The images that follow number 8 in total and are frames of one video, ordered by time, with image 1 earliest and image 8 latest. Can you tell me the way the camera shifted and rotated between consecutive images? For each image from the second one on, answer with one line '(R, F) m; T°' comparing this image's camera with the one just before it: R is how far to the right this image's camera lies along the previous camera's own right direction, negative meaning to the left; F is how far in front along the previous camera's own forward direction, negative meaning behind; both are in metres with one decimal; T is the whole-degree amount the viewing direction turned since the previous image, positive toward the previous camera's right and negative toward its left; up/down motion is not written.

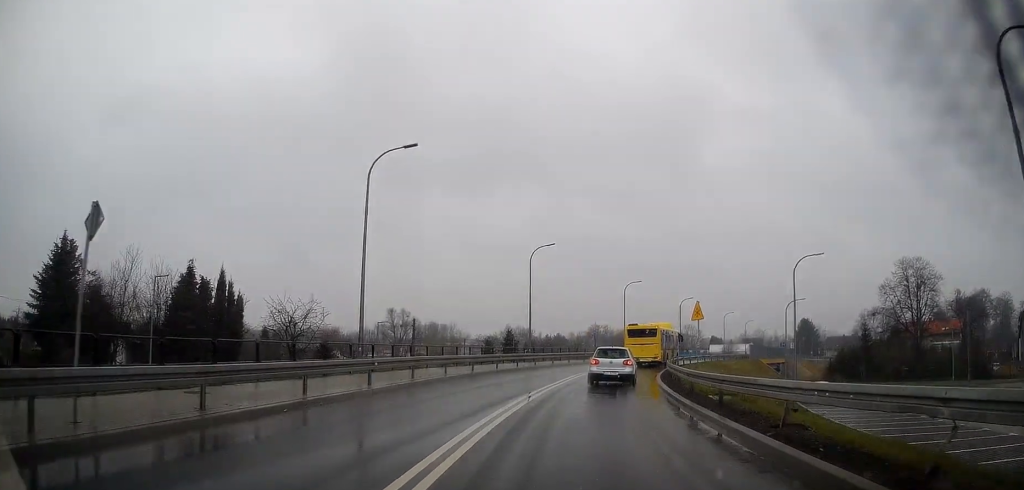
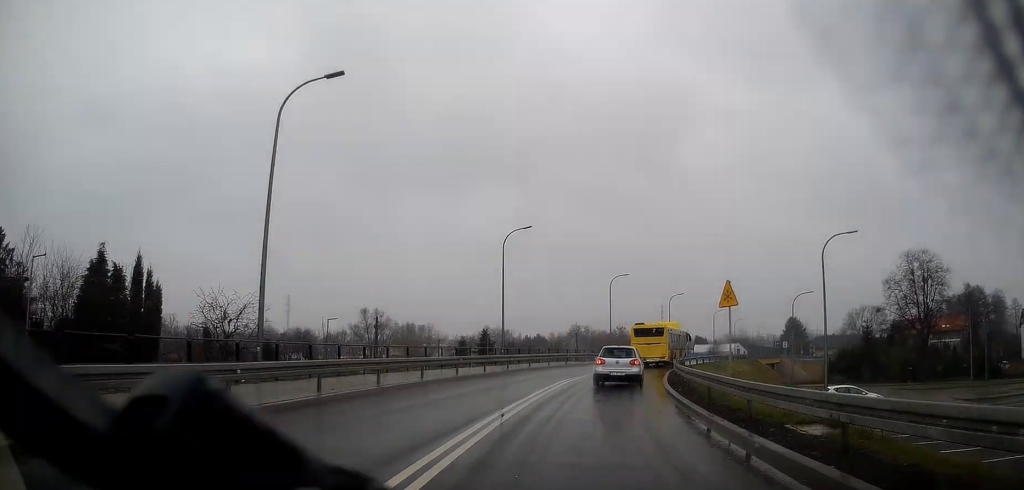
(-0.1, +7.1) m; +1°
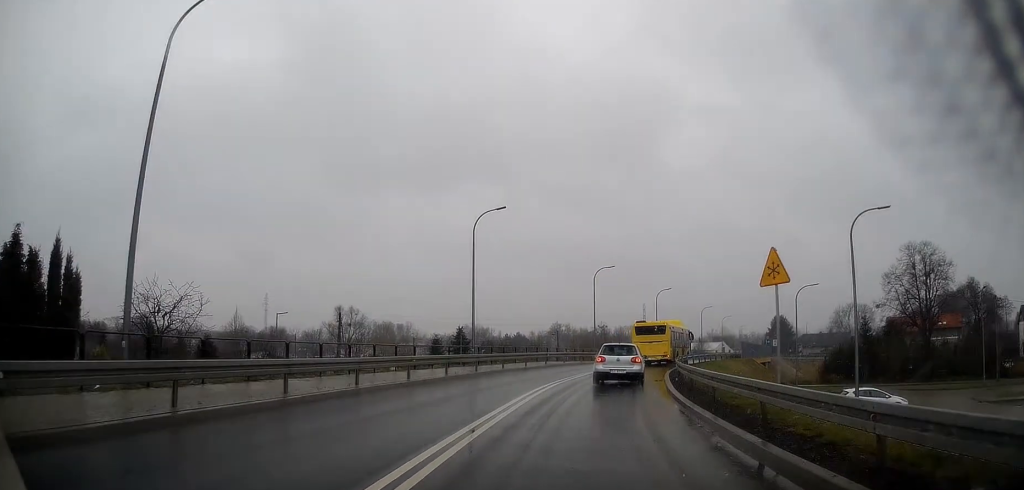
(+0.1, +5.3) m; +1°
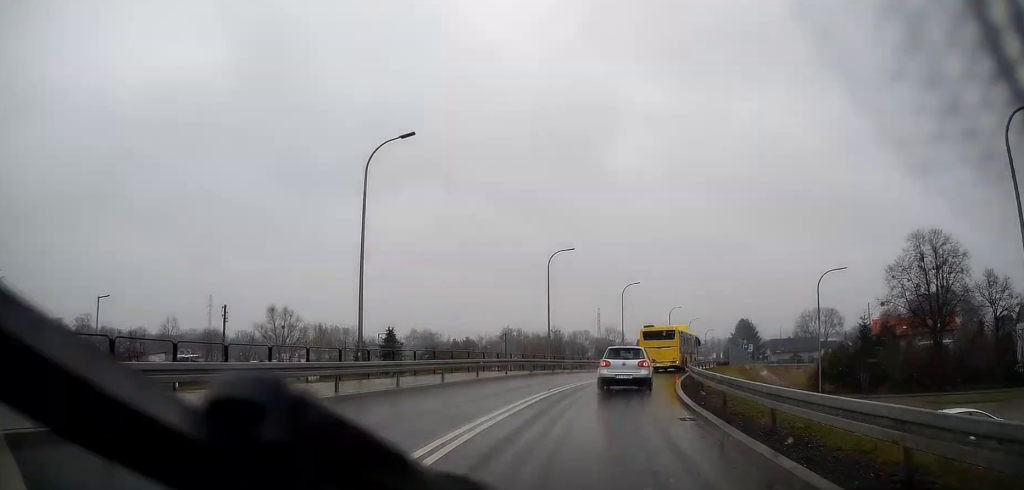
(+0.5, +13.2) m; +4°
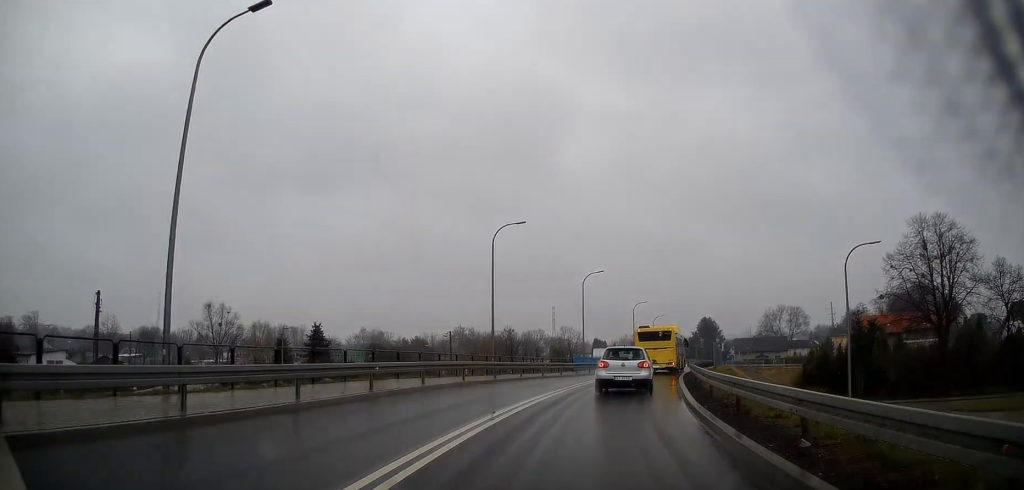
(+0.3, +9.8) m; +4°
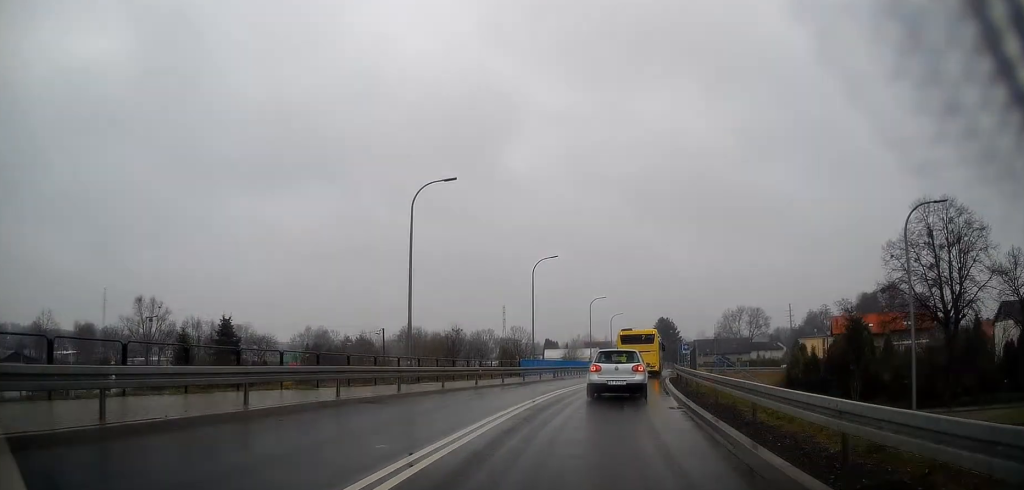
(+0.3, +9.6) m; +4°
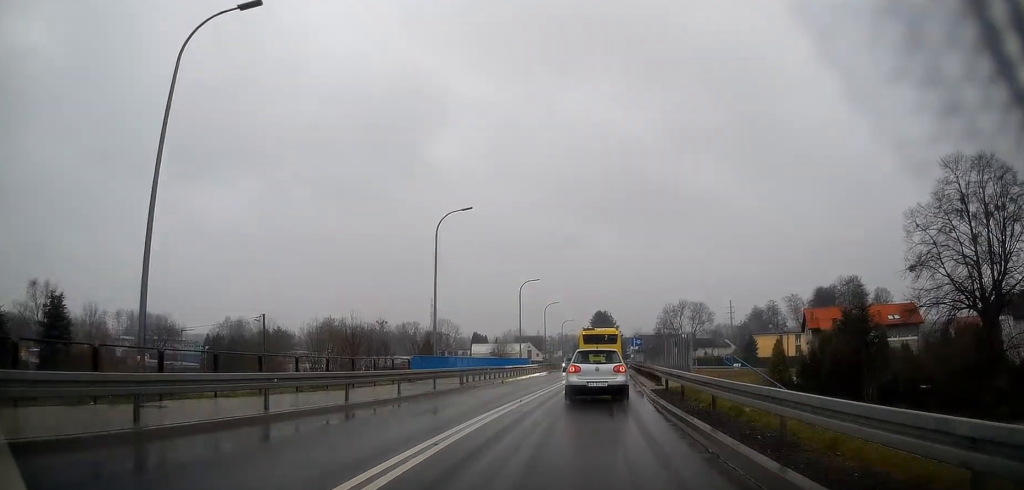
(+1.0, +14.8) m; +6°
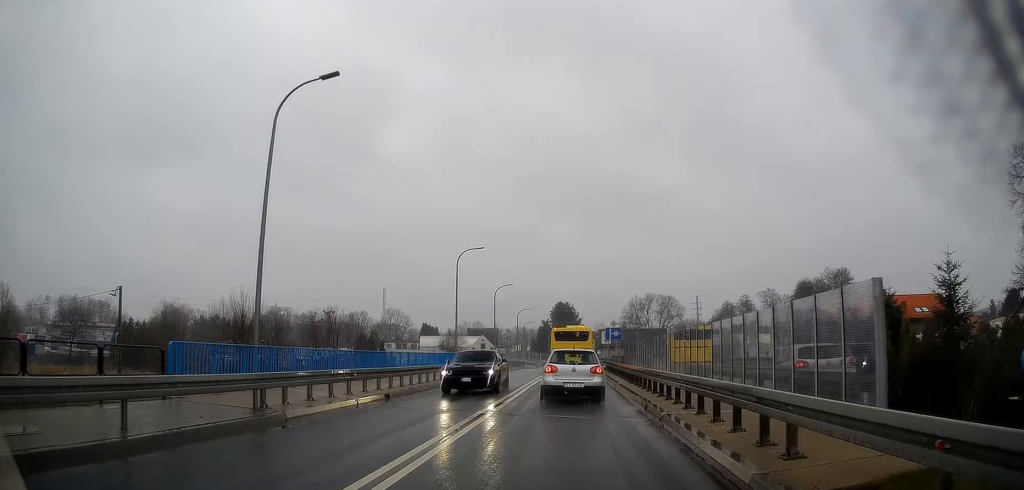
(+0.8, +16.1) m; +4°
